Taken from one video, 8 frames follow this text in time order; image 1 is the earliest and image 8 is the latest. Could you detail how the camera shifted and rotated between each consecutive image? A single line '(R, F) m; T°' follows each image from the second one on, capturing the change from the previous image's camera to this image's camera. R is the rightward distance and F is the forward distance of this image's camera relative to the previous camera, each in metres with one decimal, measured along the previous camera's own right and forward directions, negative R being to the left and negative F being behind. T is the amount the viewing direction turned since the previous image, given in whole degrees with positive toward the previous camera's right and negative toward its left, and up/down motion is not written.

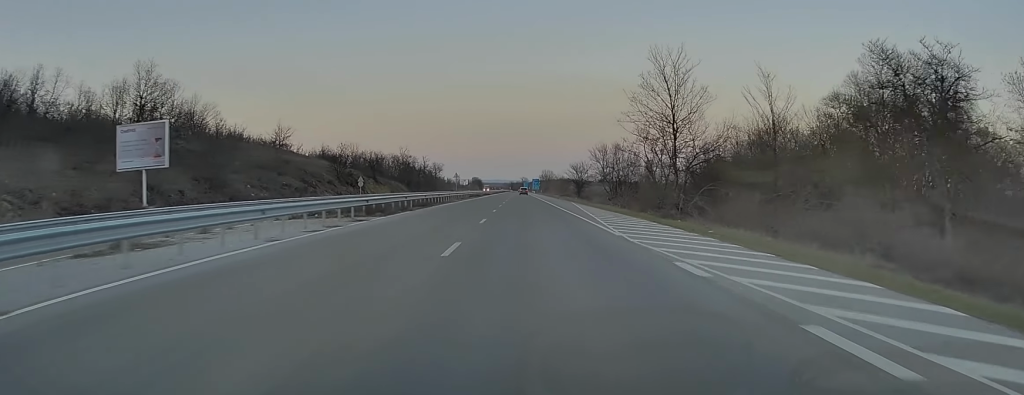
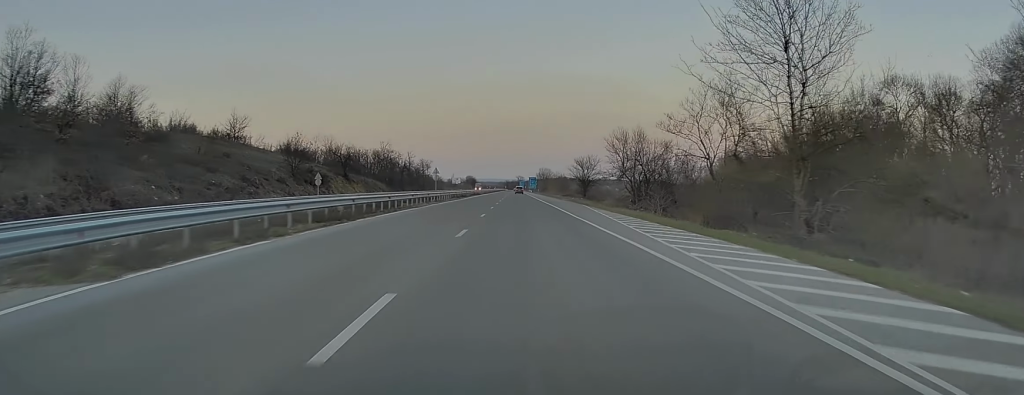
(-0.2, +19.7) m; 0°
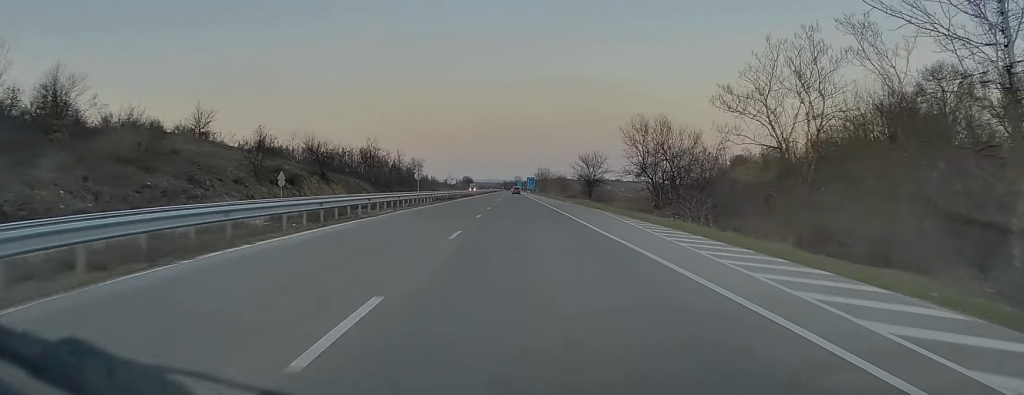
(+0.1, +12.1) m; 0°
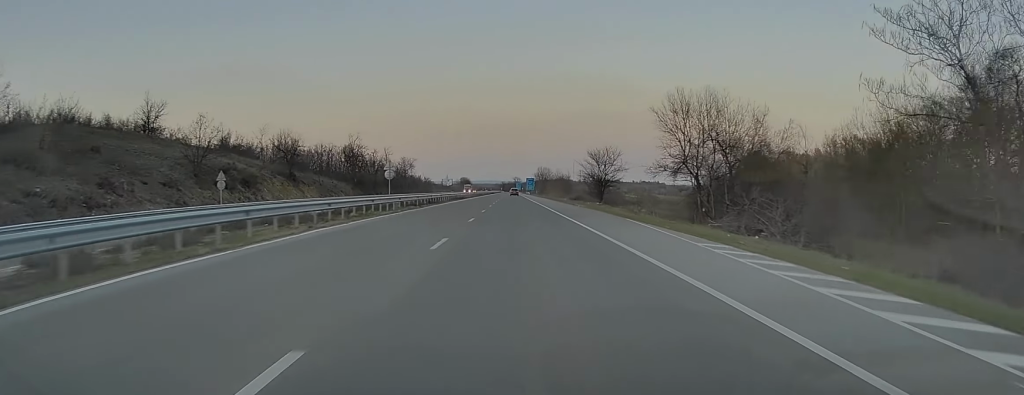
(+0.1, +14.4) m; 0°
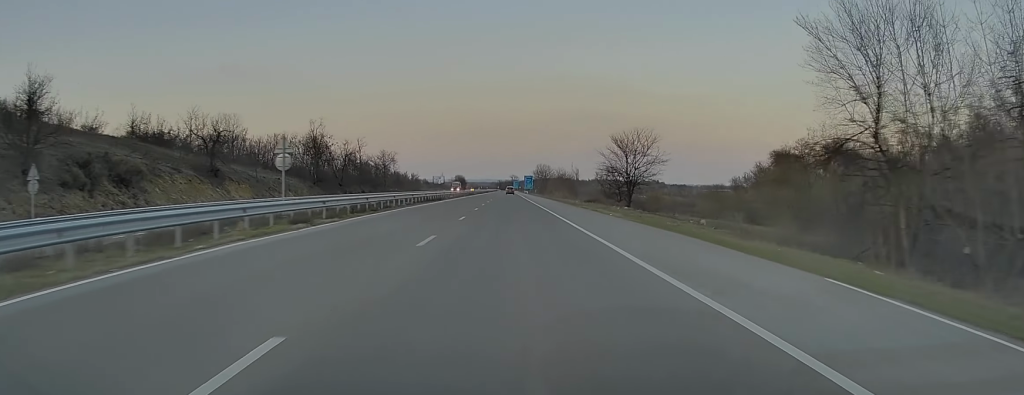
(+0.1, +23.5) m; 0°
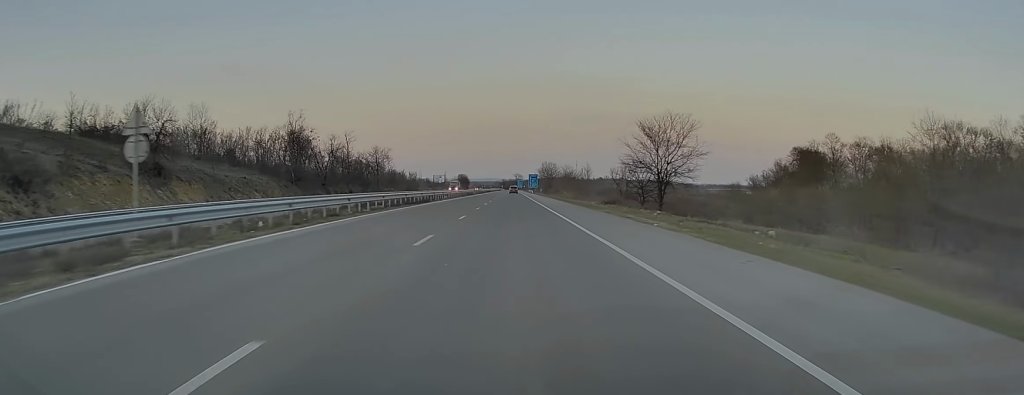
(0.0, +12.1) m; 0°
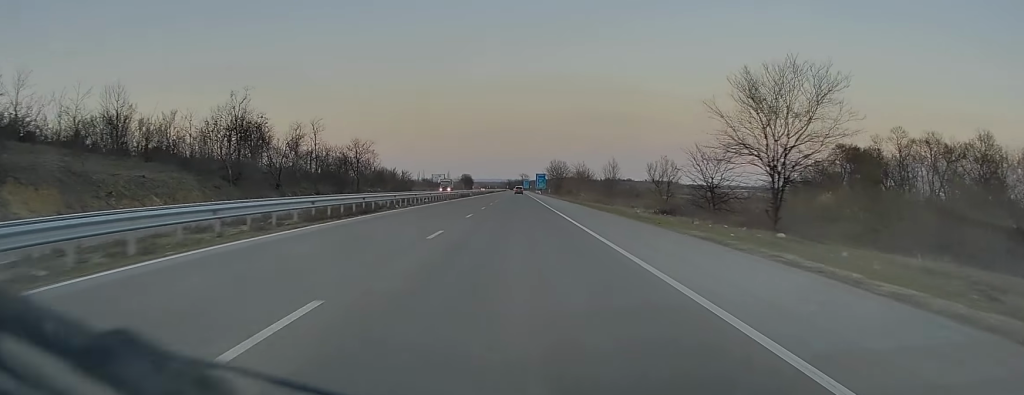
(0.0, +21.9) m; 0°
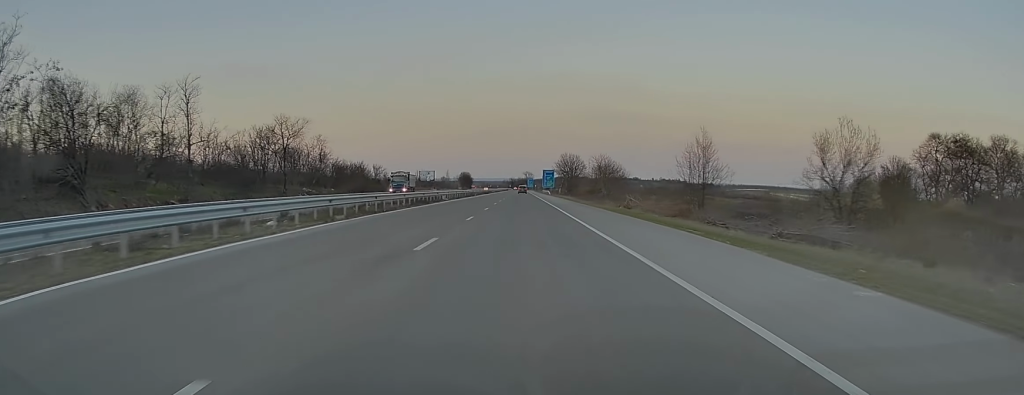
(-0.2, +38.5) m; -1°
